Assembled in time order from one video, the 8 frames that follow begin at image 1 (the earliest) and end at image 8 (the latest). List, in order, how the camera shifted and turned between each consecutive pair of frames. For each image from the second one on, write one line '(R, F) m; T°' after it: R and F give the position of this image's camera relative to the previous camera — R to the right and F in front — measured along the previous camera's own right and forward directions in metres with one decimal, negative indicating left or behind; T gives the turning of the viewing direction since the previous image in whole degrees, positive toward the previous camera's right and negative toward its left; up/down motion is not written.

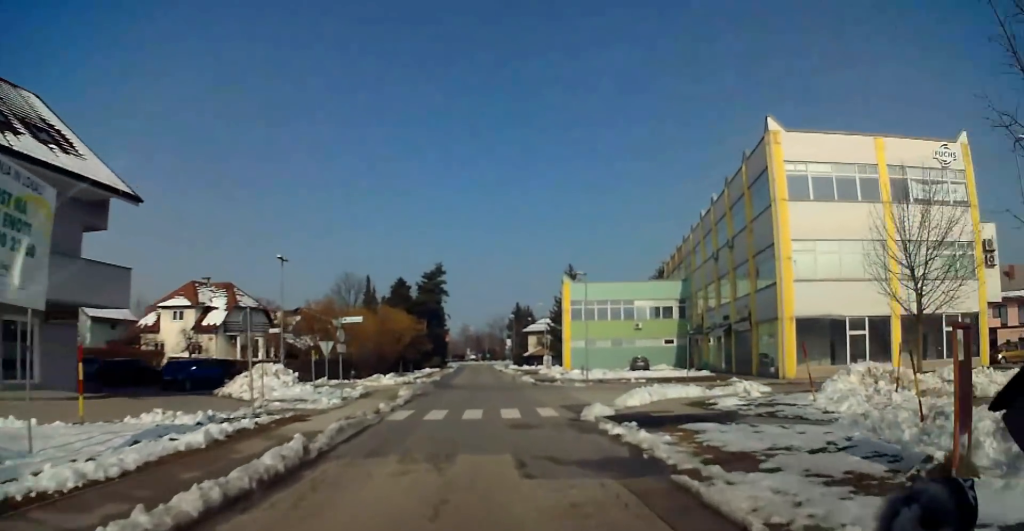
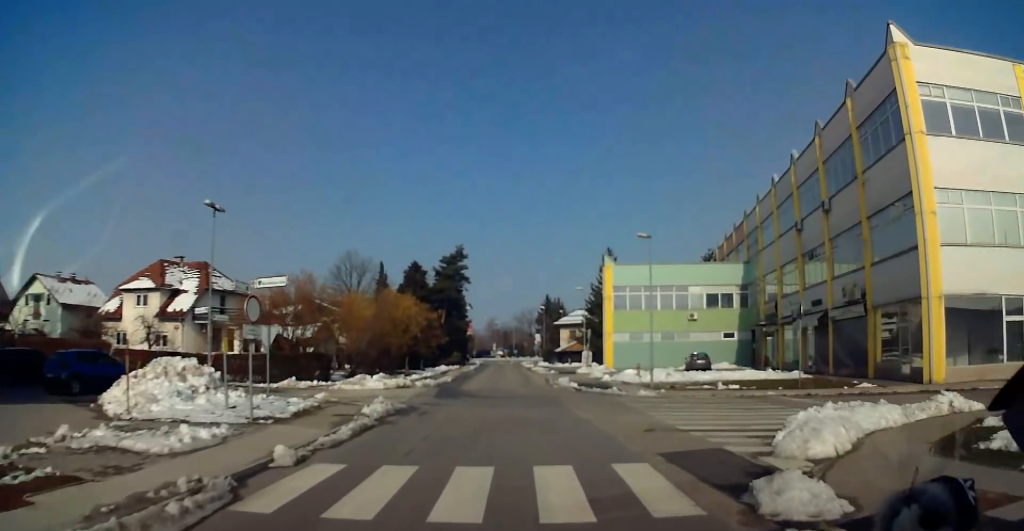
(-0.4, +11.2) m; -2°
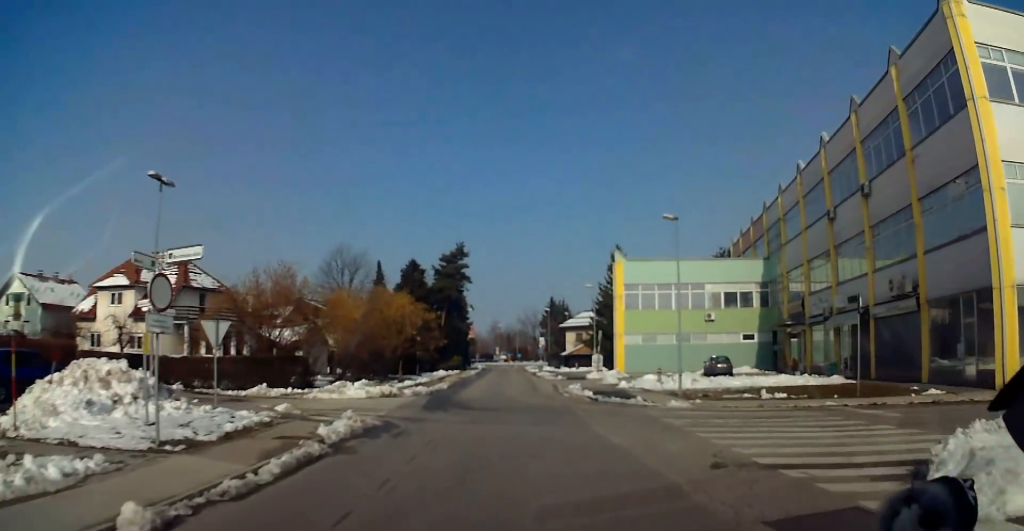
(+0.2, +4.2) m; 0°
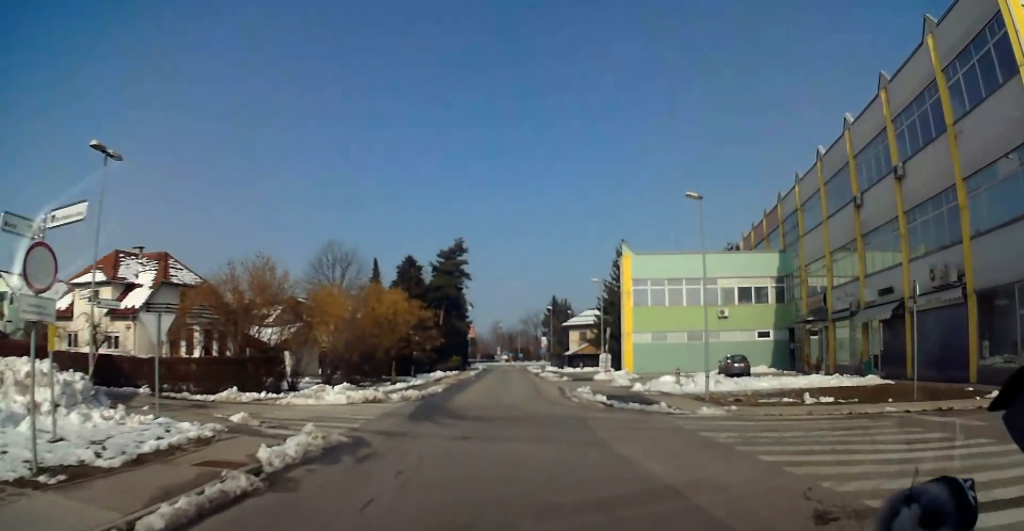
(+0.1, +3.1) m; 0°
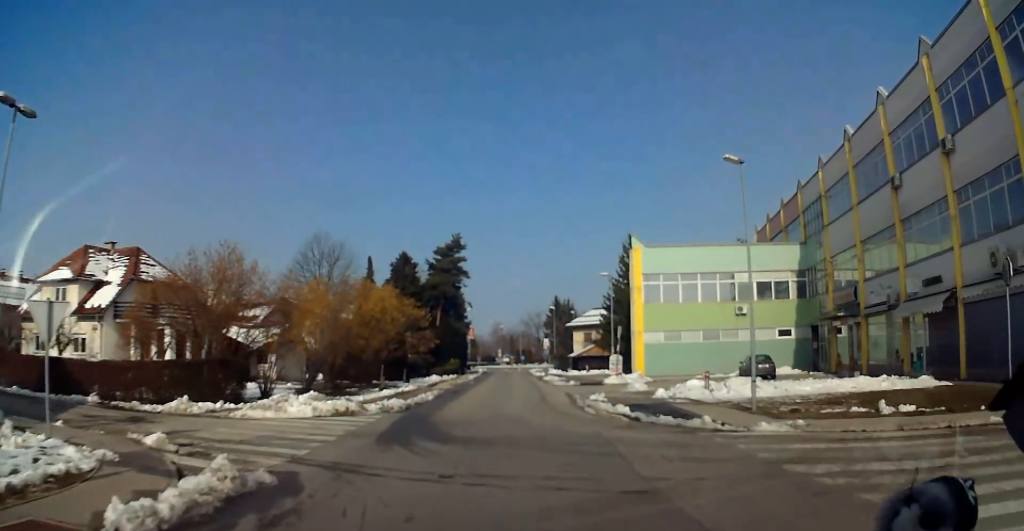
(-0.2, +3.9) m; 0°
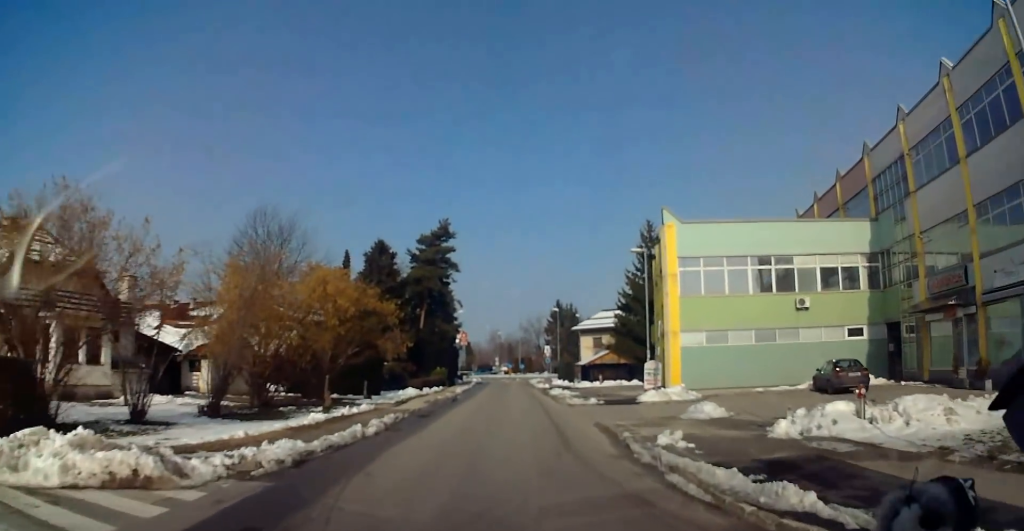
(+0.1, +10.7) m; 0°
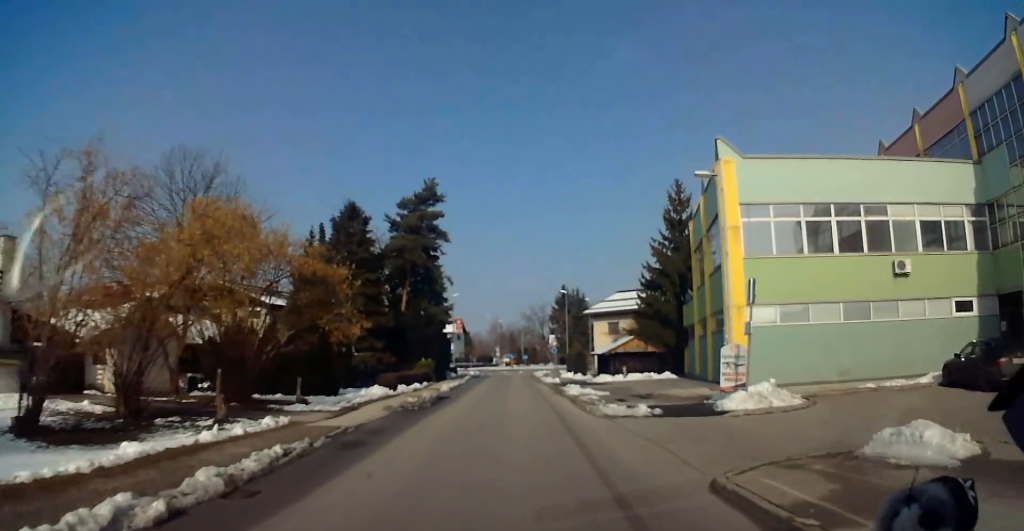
(-0.3, +10.3) m; -2°
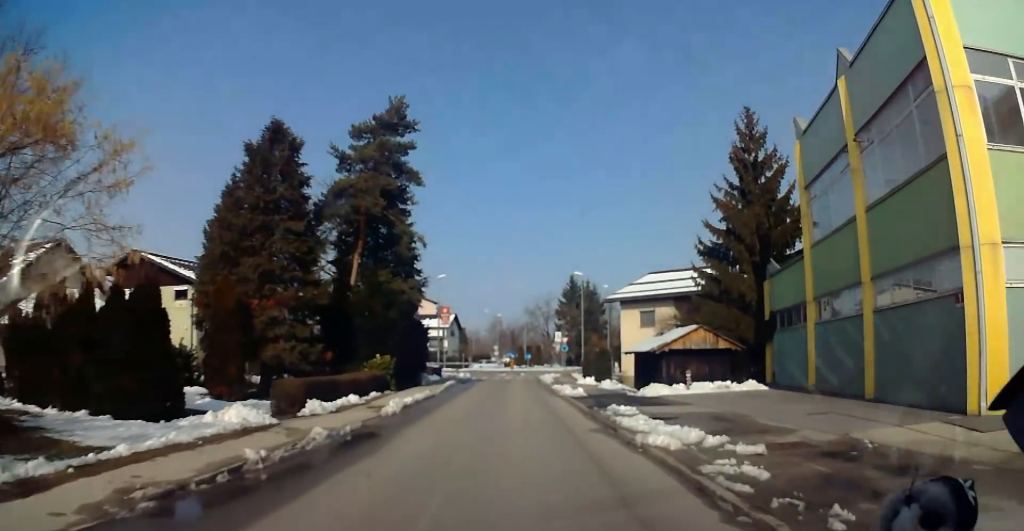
(0.0, +15.3) m; 0°
